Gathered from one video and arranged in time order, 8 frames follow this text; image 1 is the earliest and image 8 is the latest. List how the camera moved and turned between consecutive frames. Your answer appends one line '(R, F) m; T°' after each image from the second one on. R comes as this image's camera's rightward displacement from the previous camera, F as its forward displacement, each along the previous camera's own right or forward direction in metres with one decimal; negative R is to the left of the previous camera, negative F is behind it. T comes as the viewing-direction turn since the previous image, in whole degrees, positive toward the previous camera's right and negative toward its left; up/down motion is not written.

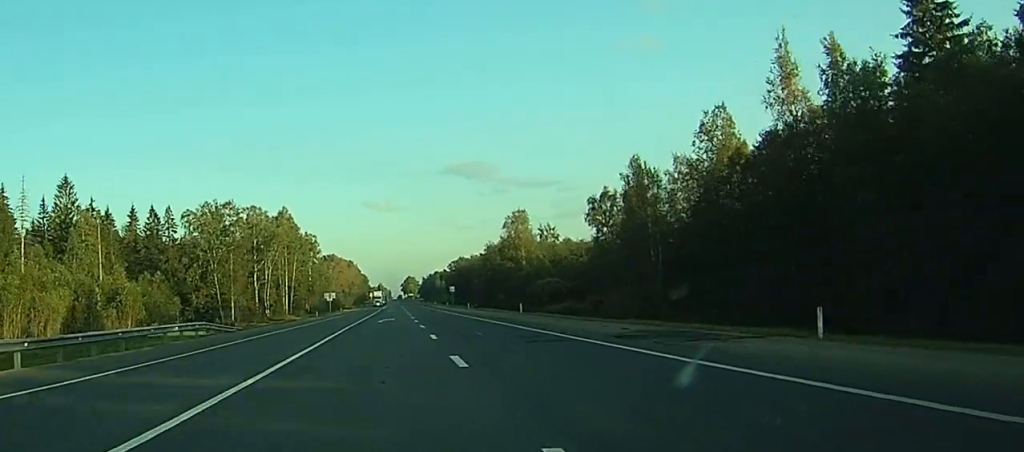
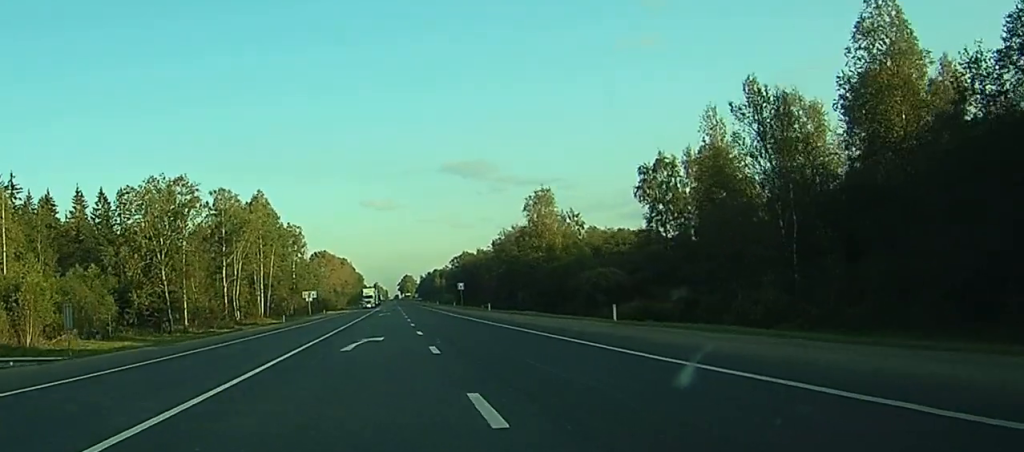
(-0.2, +31.5) m; 0°
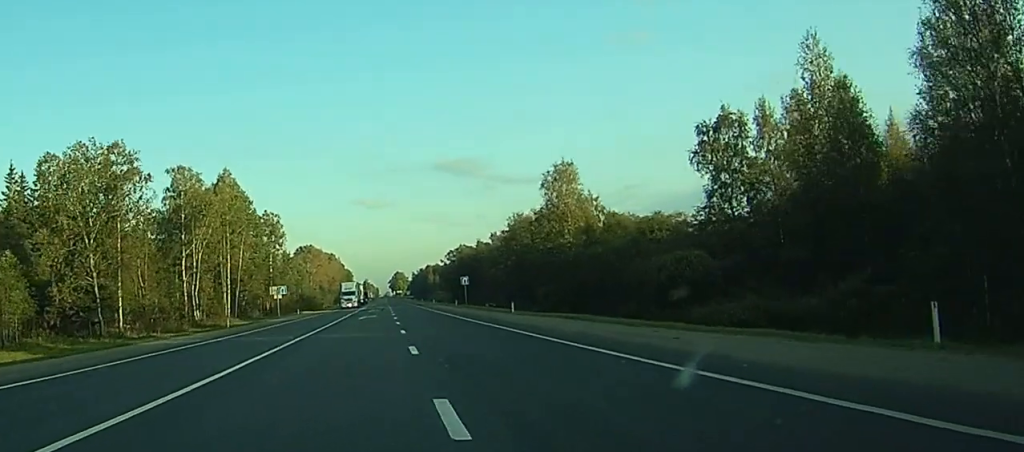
(0.0, +24.7) m; +1°
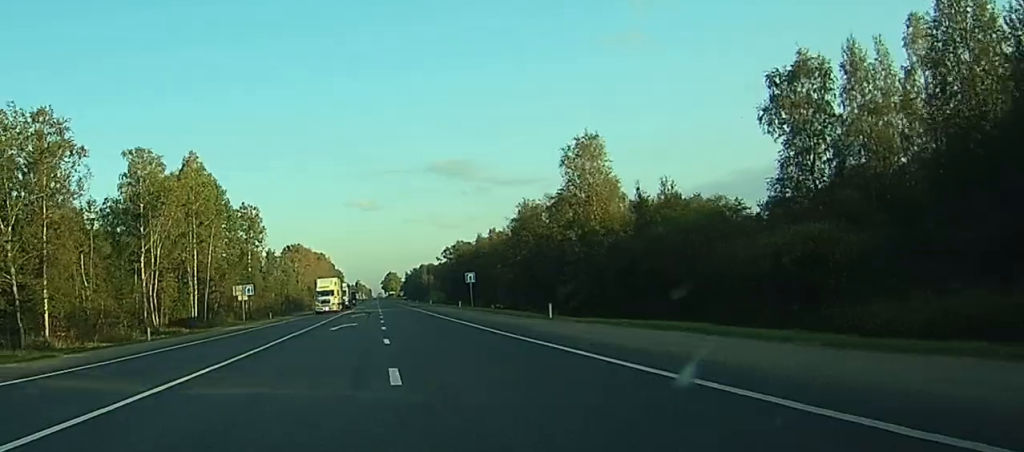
(+0.1, +19.0) m; 0°
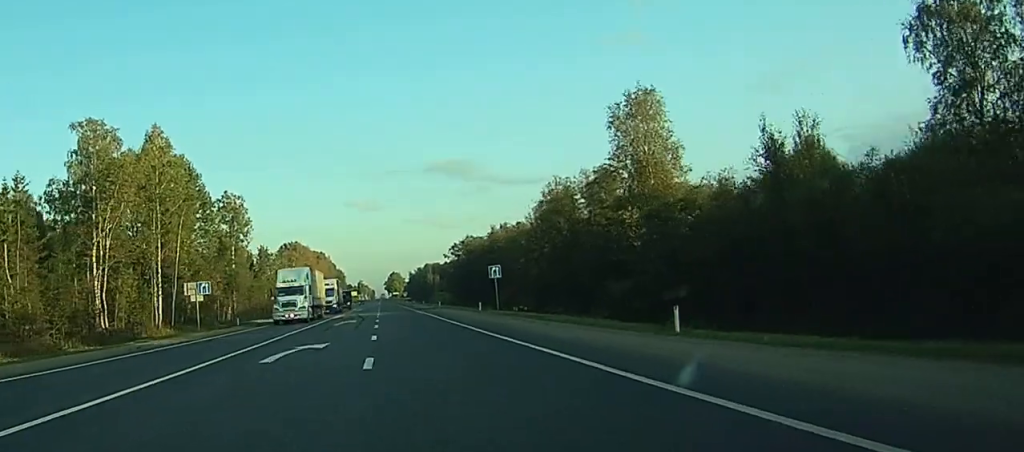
(+0.1, +20.9) m; 0°
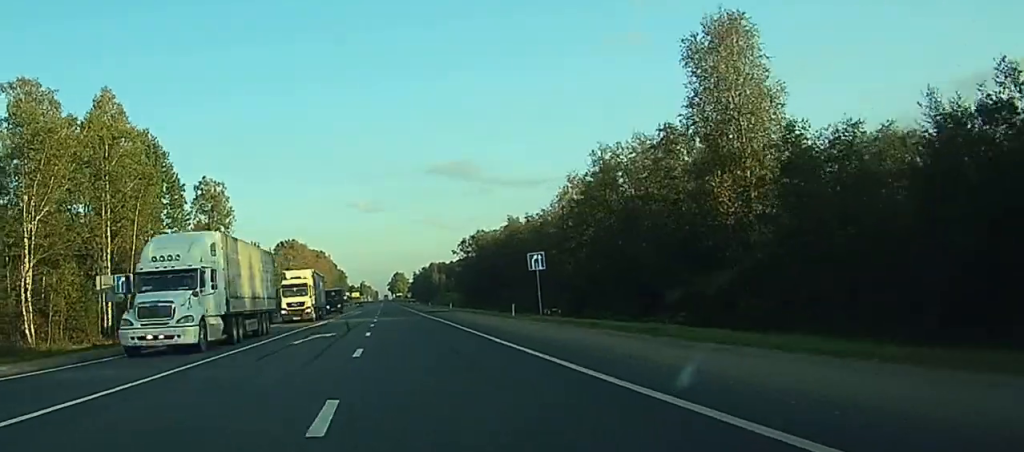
(0.0, +19.9) m; -1°
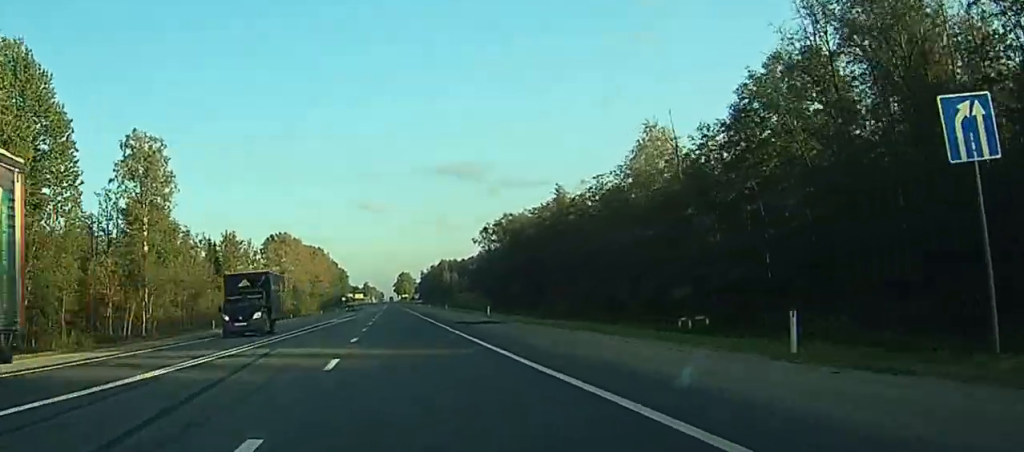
(-0.4, +38.9) m; -1°
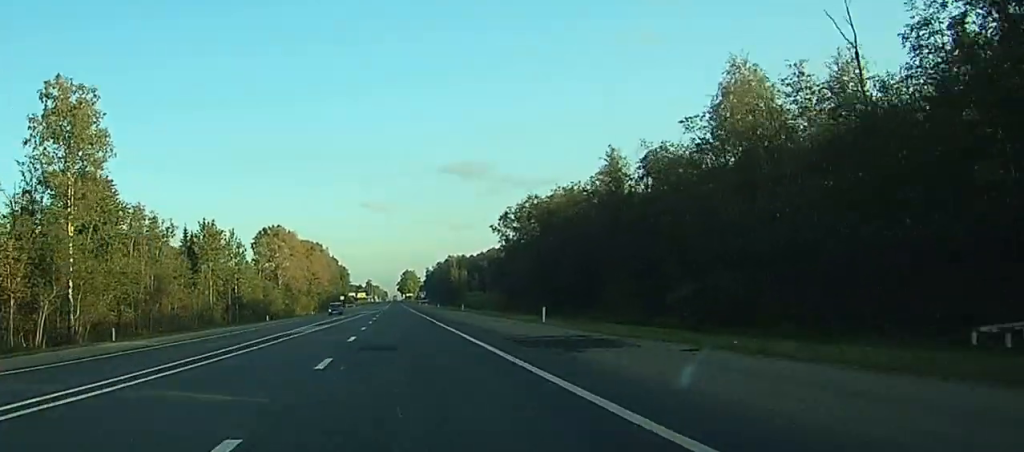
(+0.1, +23.8) m; 0°
